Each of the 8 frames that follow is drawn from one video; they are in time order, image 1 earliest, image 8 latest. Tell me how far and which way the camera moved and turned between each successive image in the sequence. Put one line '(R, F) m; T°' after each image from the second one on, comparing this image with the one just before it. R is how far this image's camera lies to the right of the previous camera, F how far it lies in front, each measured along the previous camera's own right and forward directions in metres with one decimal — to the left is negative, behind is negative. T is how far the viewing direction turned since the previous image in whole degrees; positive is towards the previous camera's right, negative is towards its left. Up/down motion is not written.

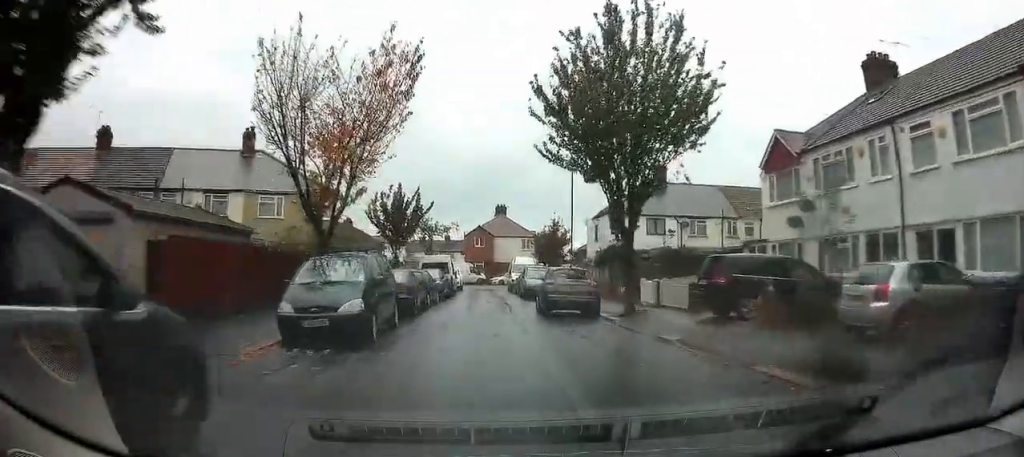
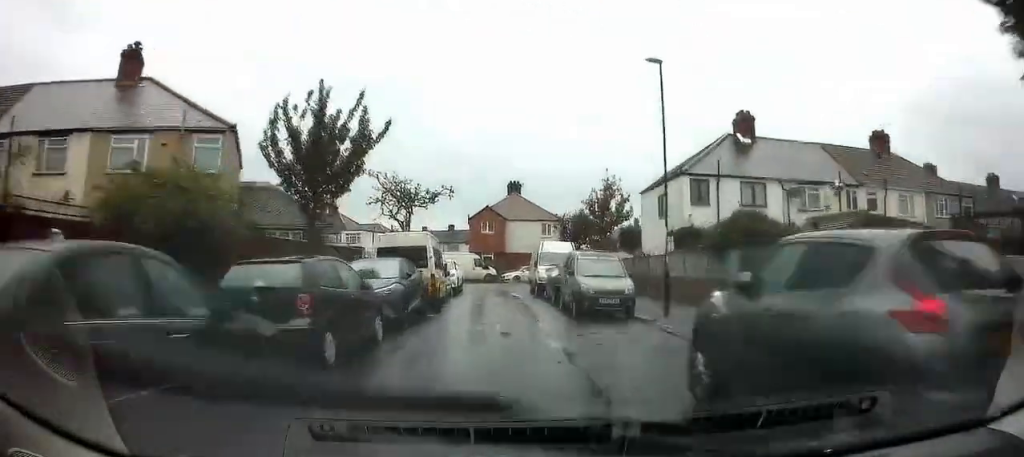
(-1.2, +14.5) m; -4°
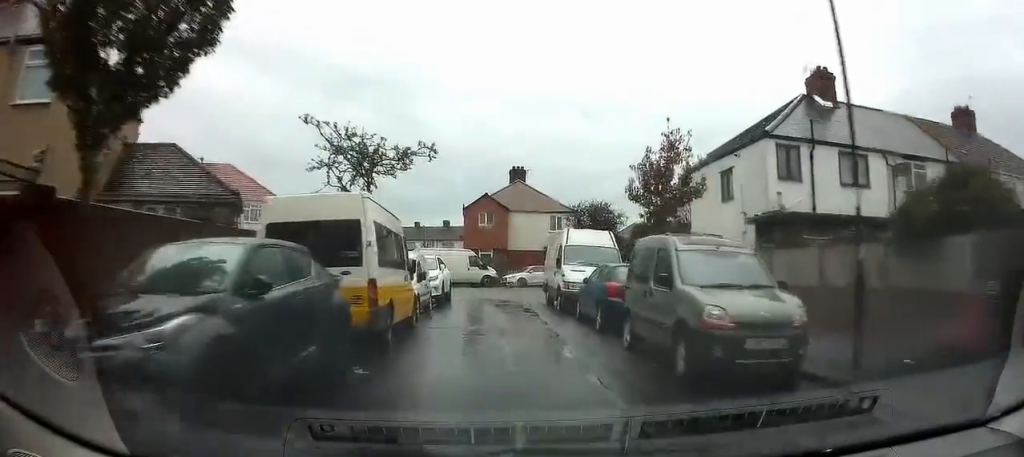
(+0.2, +8.5) m; +2°
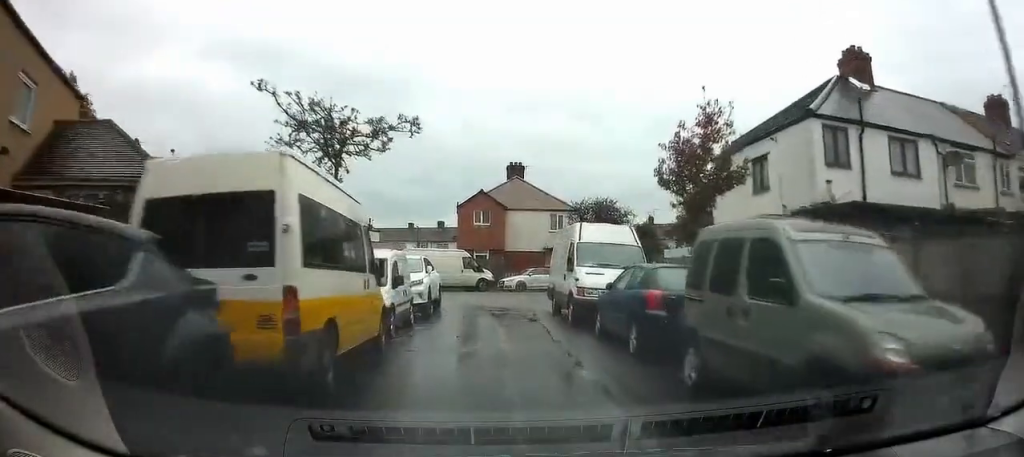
(-0.1, +3.1) m; +1°
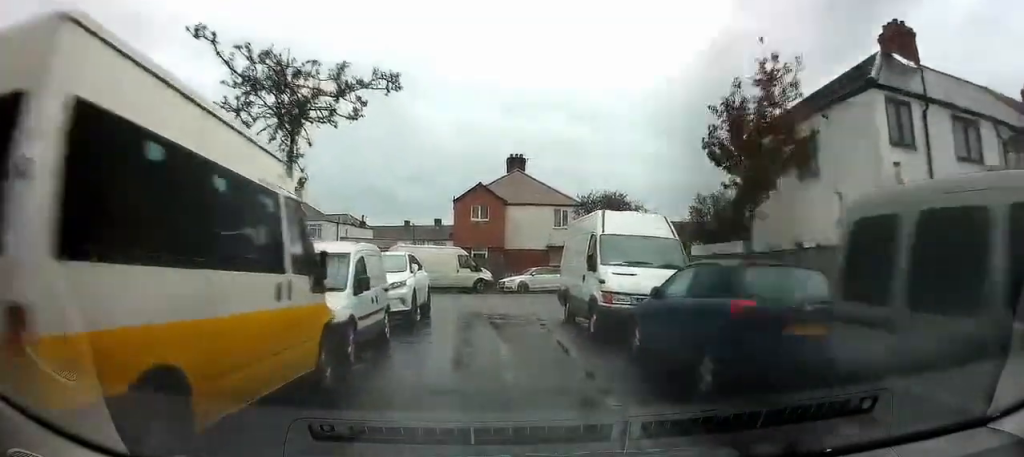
(+0.2, +3.0) m; +1°
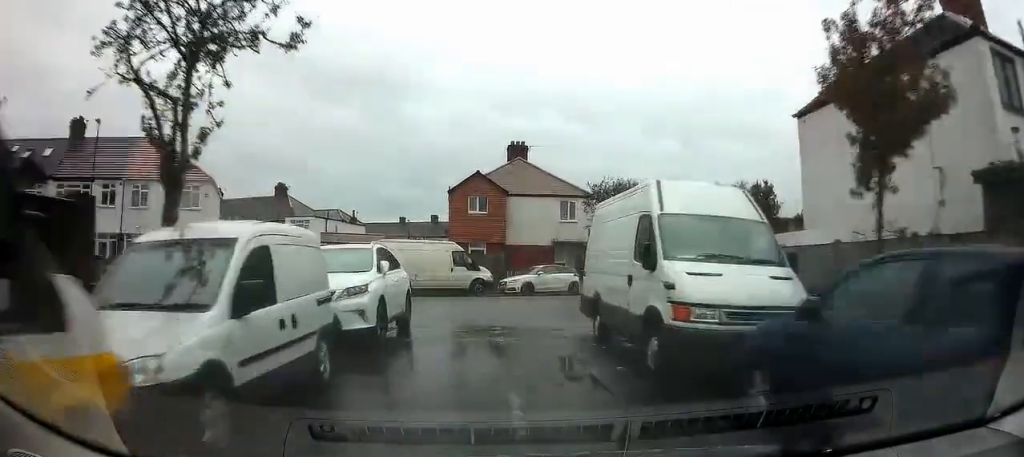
(+0.1, +3.9) m; -1°
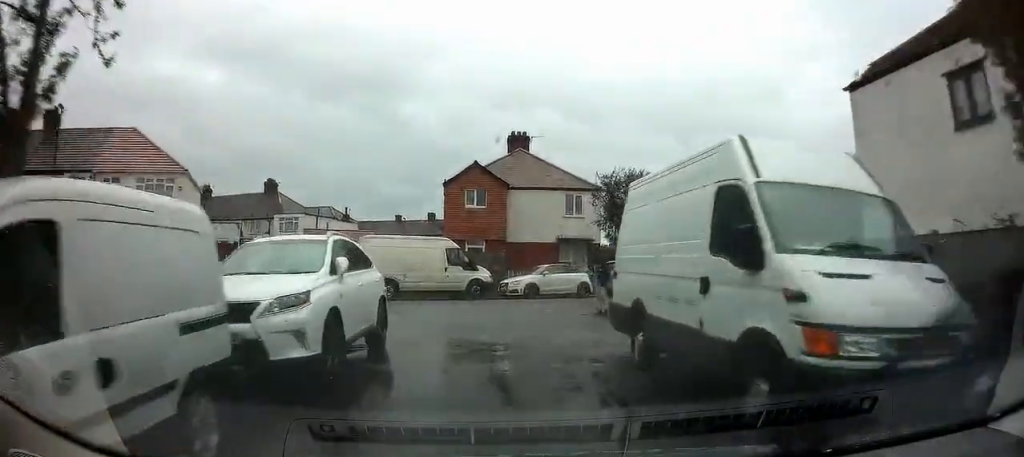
(-0.1, +3.0) m; -2°
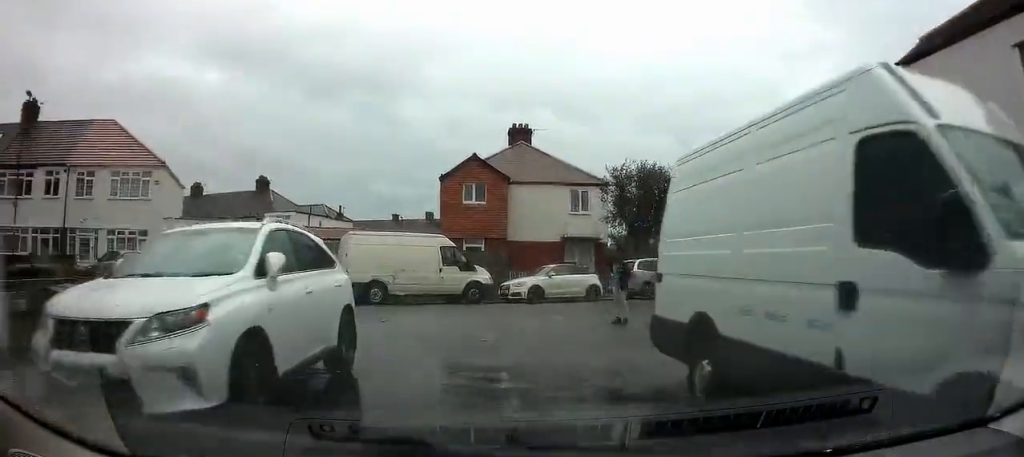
(-0.1, +2.2) m; 0°
